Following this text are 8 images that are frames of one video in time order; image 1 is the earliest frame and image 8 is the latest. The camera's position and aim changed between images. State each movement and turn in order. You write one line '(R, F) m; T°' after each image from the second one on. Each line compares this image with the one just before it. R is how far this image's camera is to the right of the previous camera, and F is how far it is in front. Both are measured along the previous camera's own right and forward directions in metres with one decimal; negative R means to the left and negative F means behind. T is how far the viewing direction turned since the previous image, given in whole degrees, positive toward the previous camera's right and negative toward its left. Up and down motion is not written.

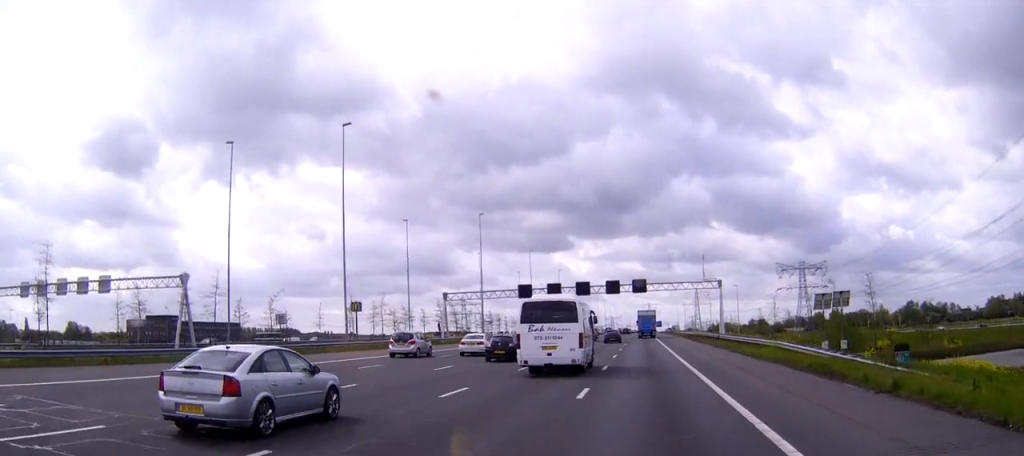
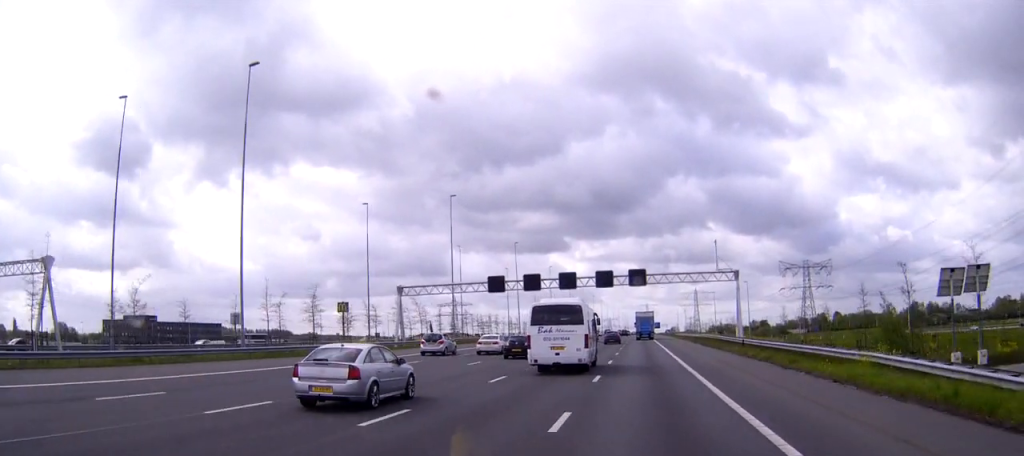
(0.0, +17.5) m; 0°
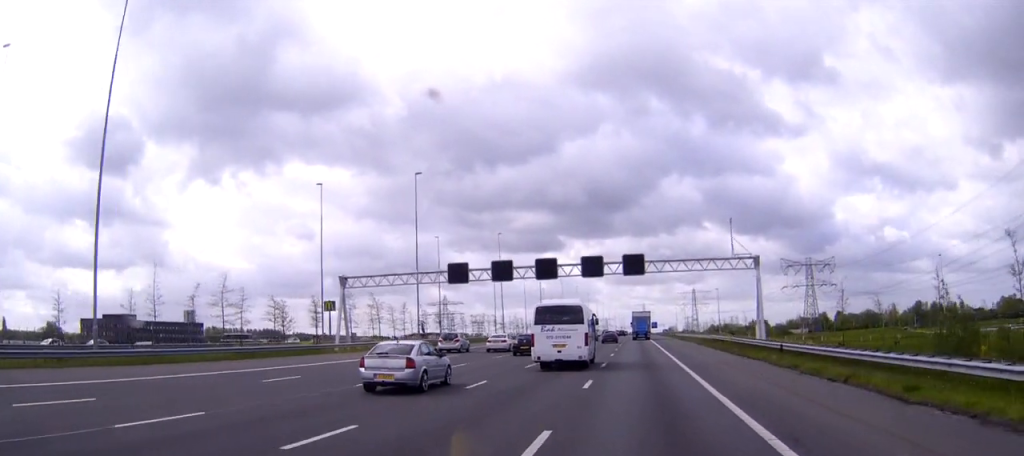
(0.0, +14.8) m; 0°
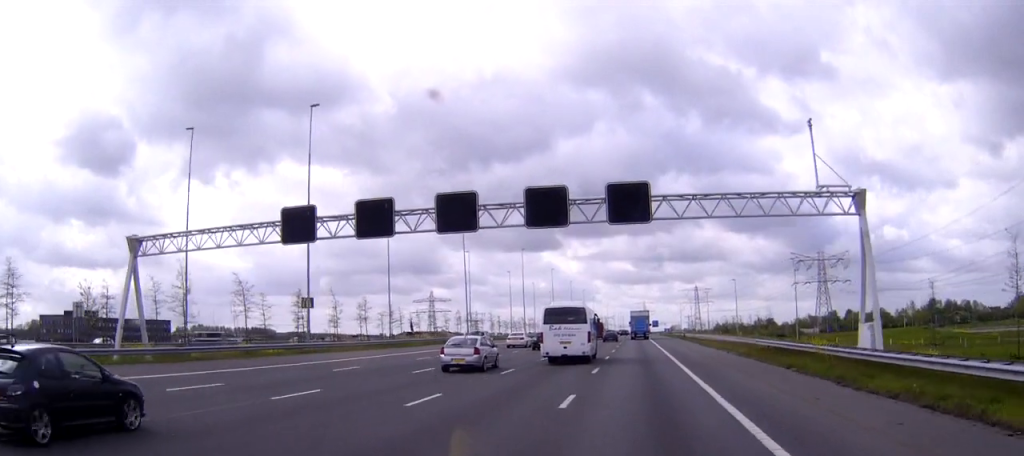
(0.0, +29.5) m; 0°
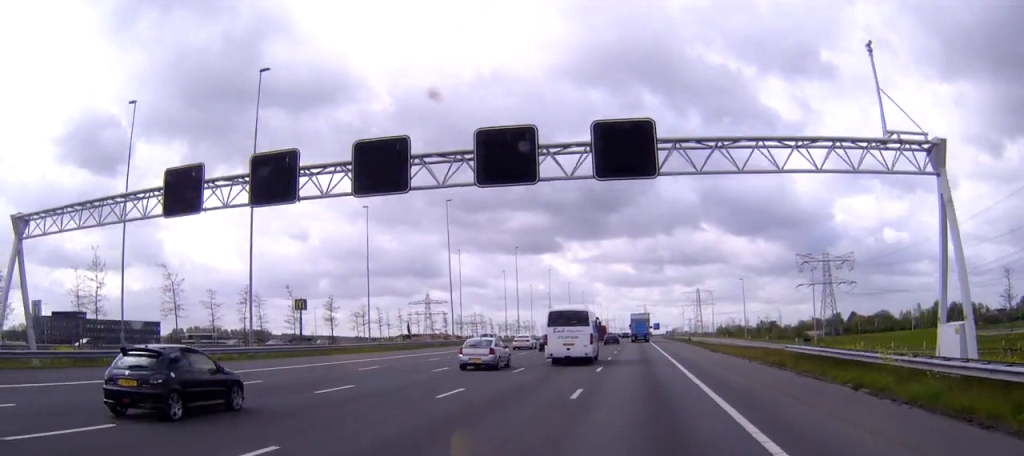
(0.0, +9.4) m; 0°
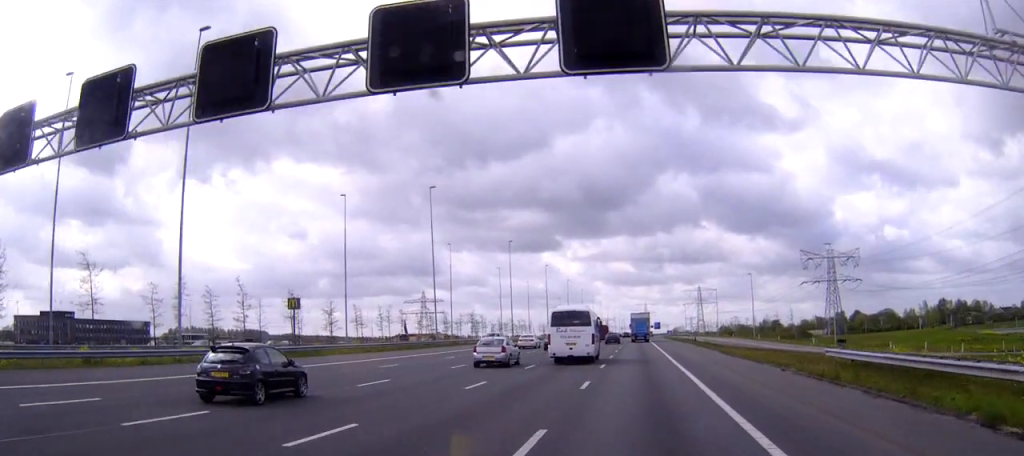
(0.0, +8.7) m; 0°
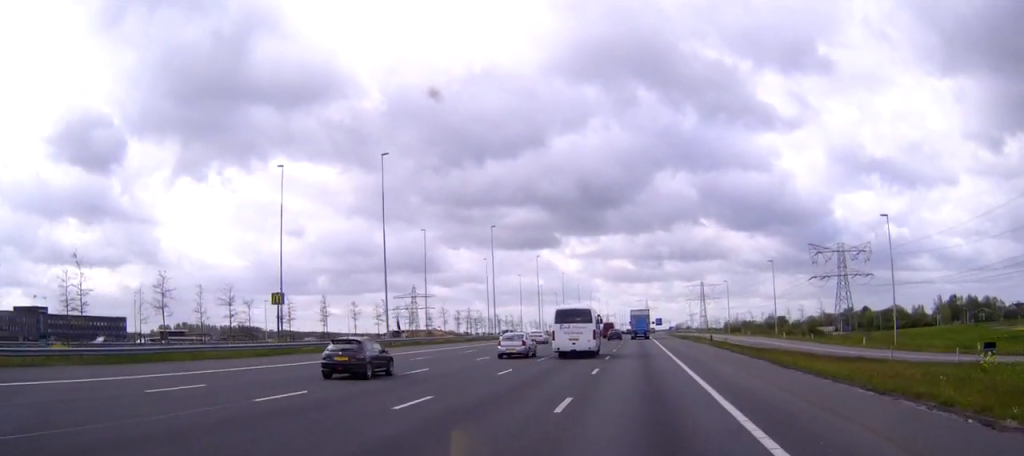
(0.0, +18.7) m; 0°
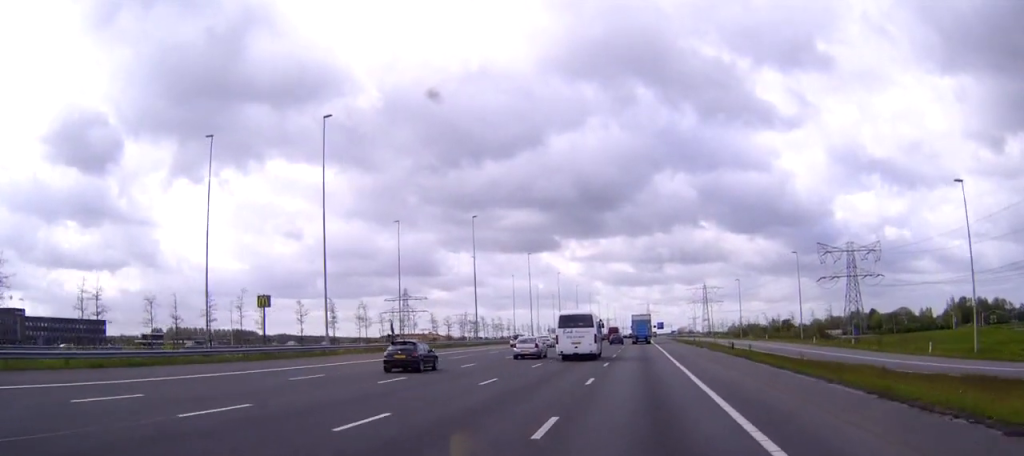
(-0.1, +15.2) m; 0°
